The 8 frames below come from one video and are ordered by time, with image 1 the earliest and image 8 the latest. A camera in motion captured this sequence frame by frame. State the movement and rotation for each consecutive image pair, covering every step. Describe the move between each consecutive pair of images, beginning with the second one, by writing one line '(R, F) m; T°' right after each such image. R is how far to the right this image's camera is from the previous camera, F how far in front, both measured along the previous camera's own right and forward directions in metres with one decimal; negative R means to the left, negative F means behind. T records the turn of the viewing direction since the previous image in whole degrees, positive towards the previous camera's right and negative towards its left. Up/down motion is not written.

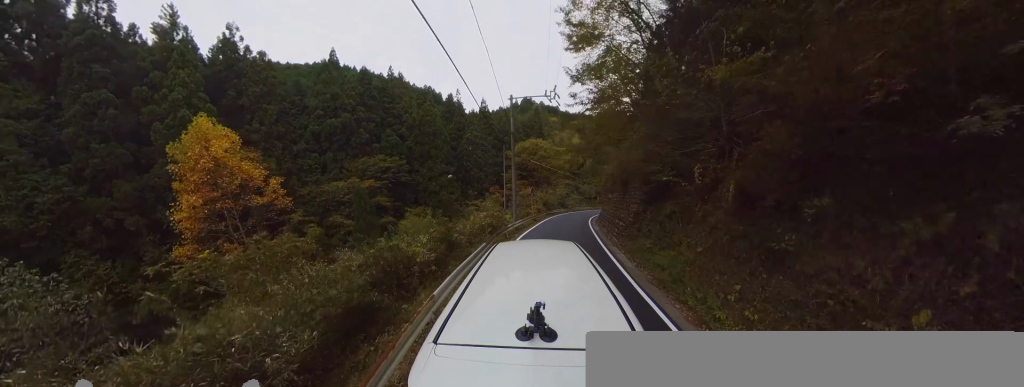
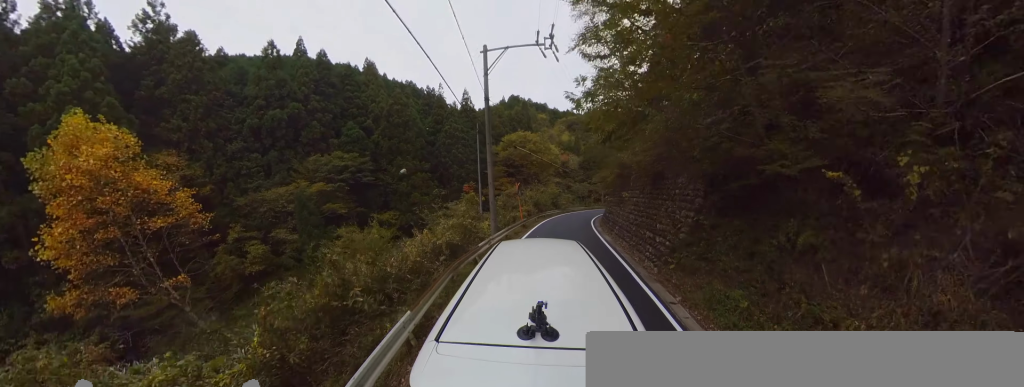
(+0.3, +4.6) m; +5°
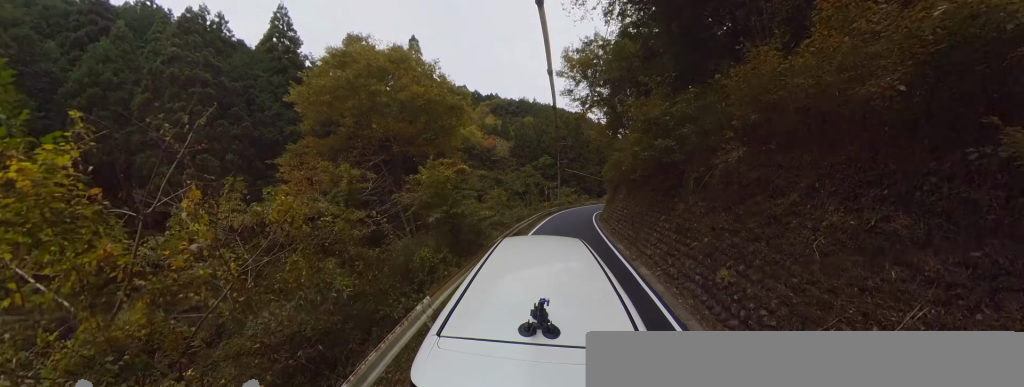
(+2.5, +23.4) m; +13°
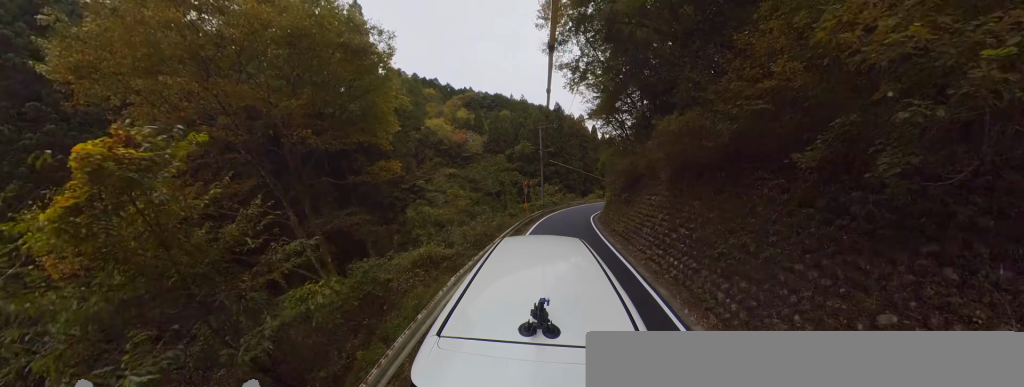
(+0.6, +6.4) m; +6°
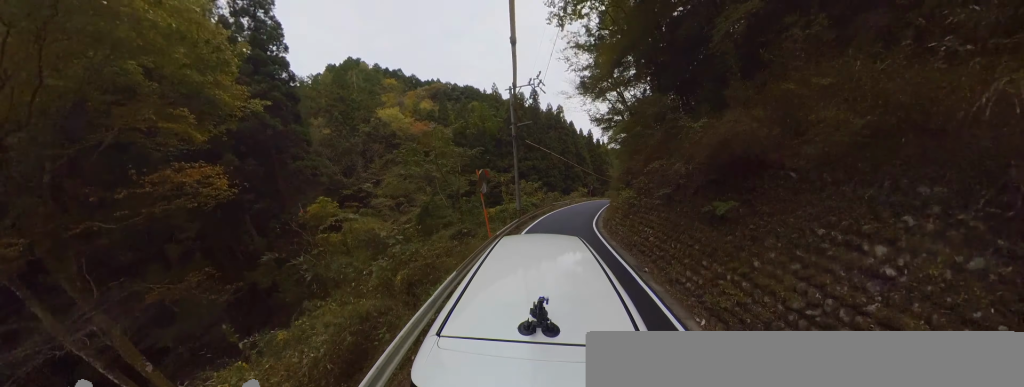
(+0.5, +7.7) m; +8°
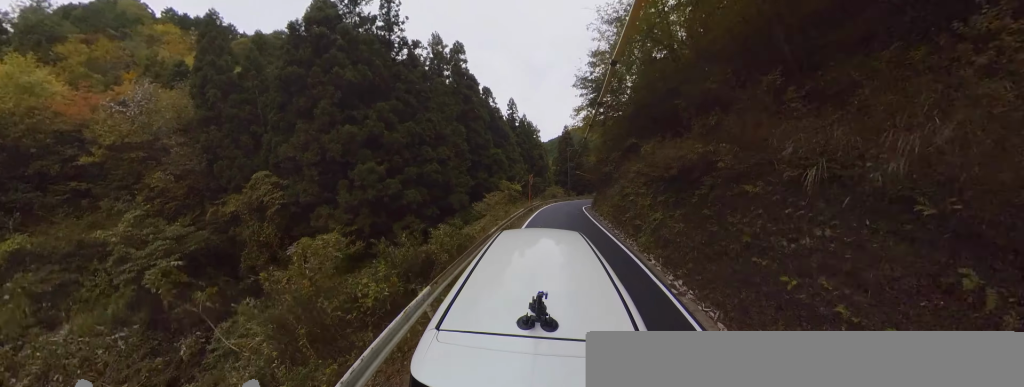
(+7.5, +25.1) m; +30°
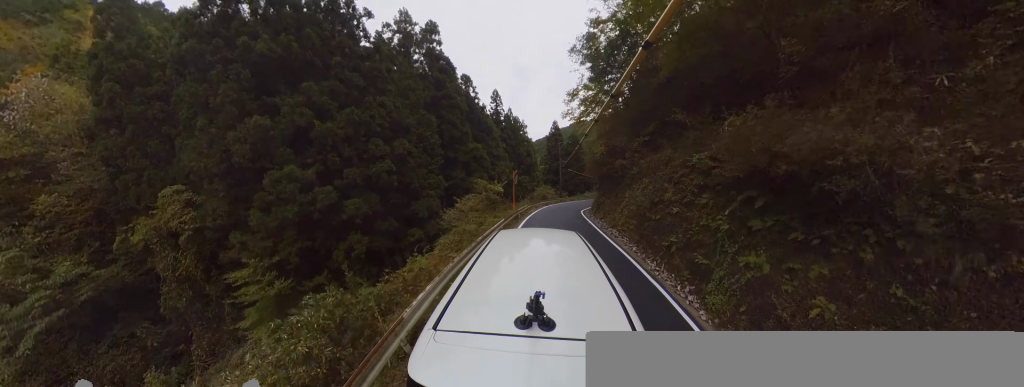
(0.0, +4.4) m; 0°
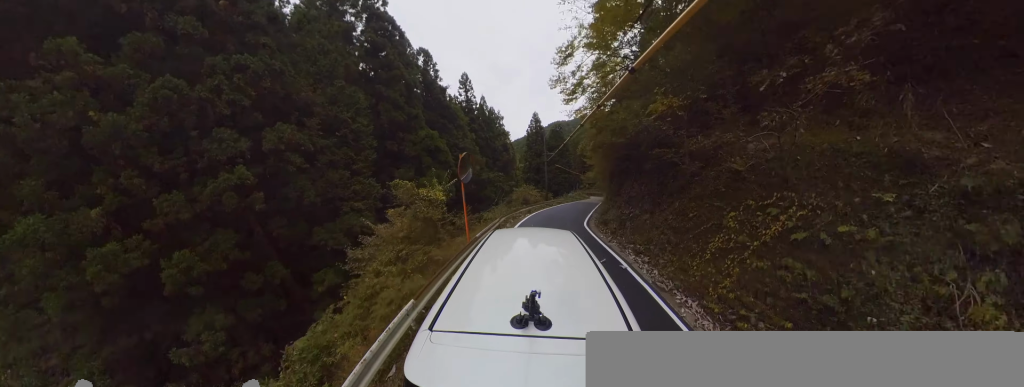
(0.0, +7.2) m; +2°
